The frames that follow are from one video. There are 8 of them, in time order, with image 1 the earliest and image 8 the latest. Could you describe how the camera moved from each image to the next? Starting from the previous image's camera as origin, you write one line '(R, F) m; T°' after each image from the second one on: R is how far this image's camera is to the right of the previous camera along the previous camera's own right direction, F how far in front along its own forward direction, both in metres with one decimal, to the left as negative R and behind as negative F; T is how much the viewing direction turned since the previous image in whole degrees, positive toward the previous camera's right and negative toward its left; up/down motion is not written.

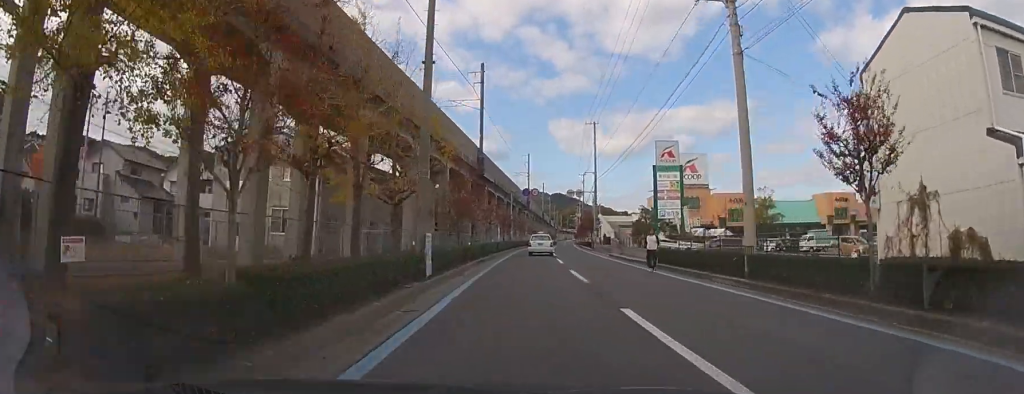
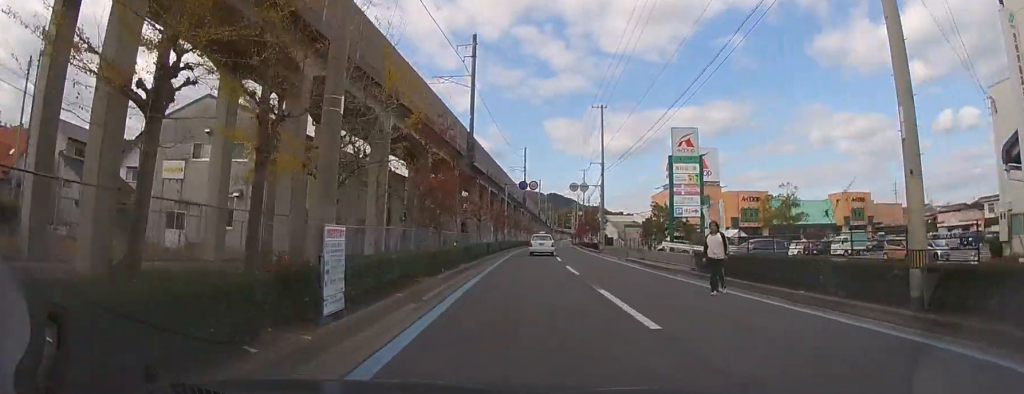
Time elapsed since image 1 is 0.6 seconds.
(0.0, +7.0) m; 0°
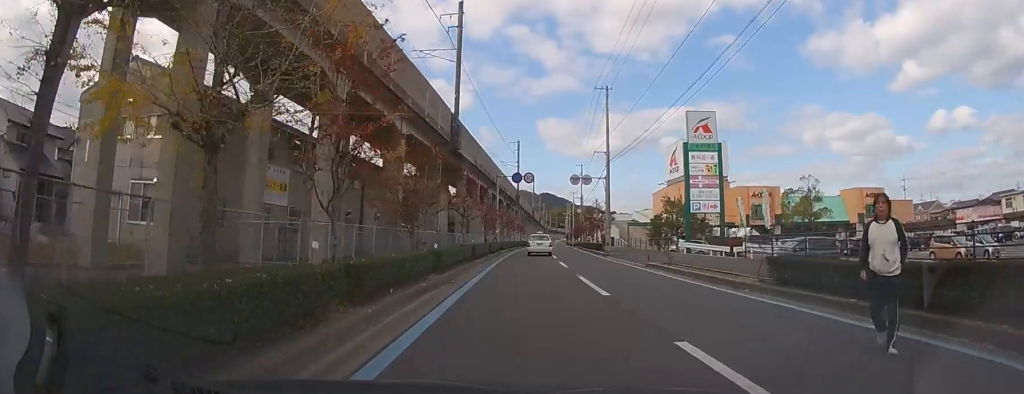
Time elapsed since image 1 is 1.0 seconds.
(0.0, +5.8) m; 0°
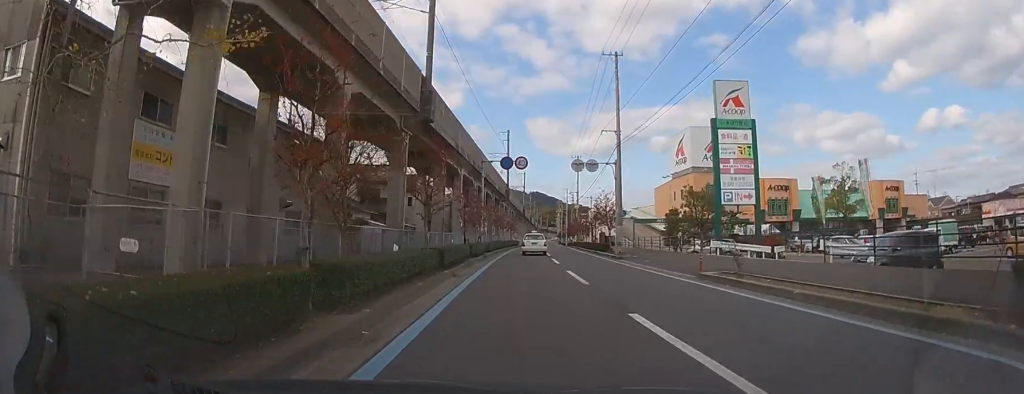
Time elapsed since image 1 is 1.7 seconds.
(0.0, +7.8) m; +1°
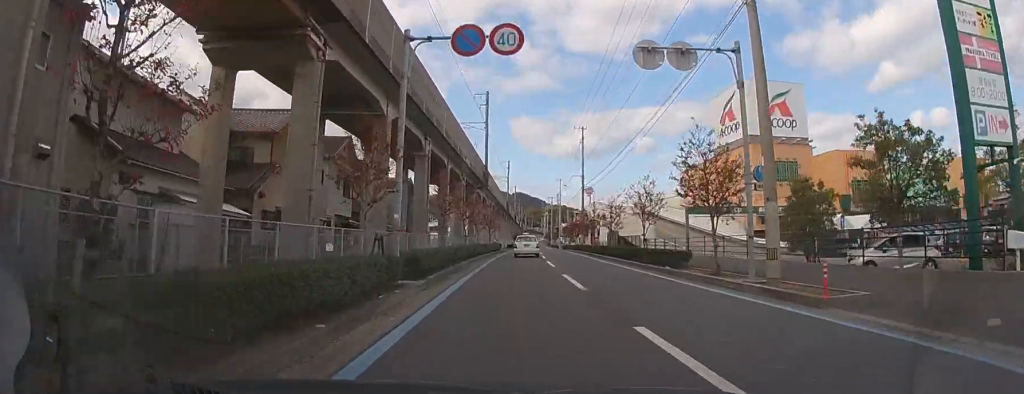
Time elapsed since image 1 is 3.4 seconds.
(+0.4, +21.0) m; +3°
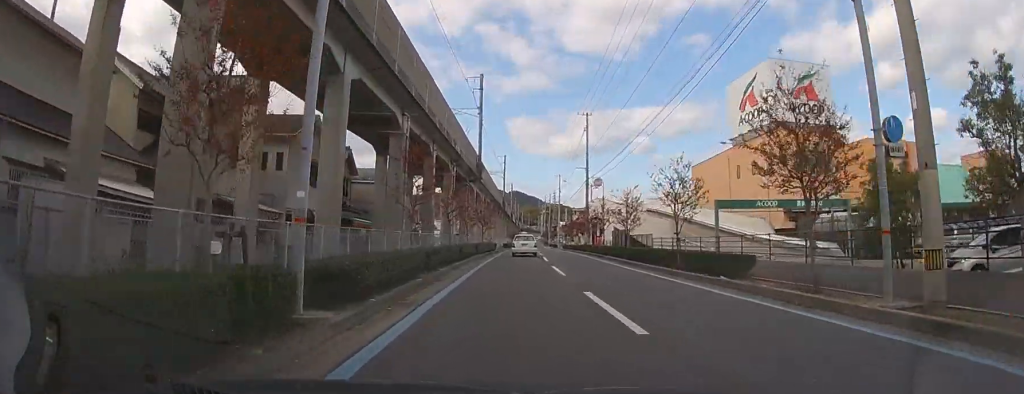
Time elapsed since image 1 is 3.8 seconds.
(+0.1, +5.3) m; 0°
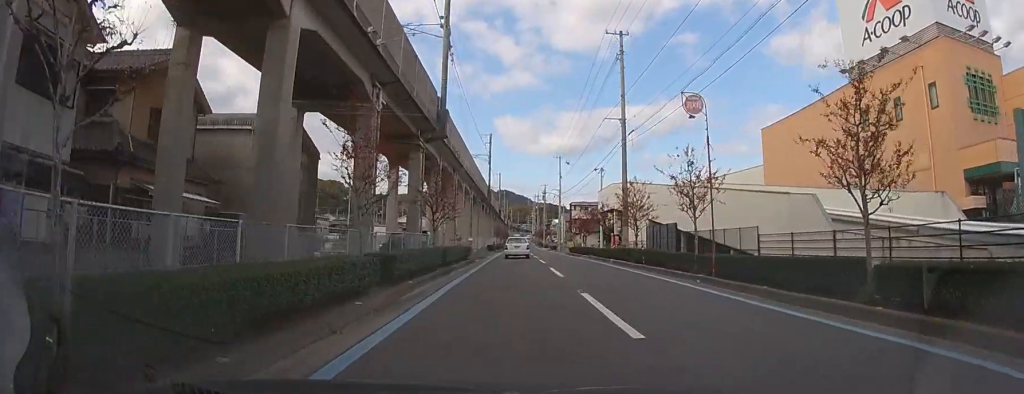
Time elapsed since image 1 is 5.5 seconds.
(+0.2, +20.4) m; +1°
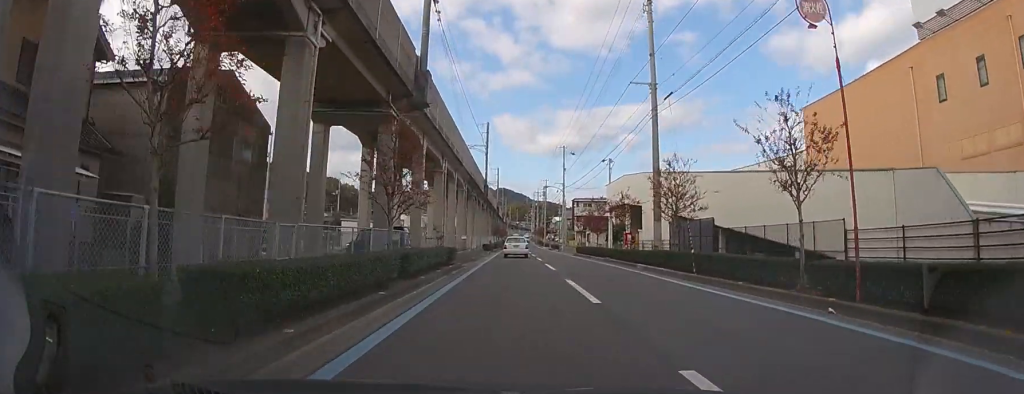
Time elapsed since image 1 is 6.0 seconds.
(0.0, +6.9) m; 0°
